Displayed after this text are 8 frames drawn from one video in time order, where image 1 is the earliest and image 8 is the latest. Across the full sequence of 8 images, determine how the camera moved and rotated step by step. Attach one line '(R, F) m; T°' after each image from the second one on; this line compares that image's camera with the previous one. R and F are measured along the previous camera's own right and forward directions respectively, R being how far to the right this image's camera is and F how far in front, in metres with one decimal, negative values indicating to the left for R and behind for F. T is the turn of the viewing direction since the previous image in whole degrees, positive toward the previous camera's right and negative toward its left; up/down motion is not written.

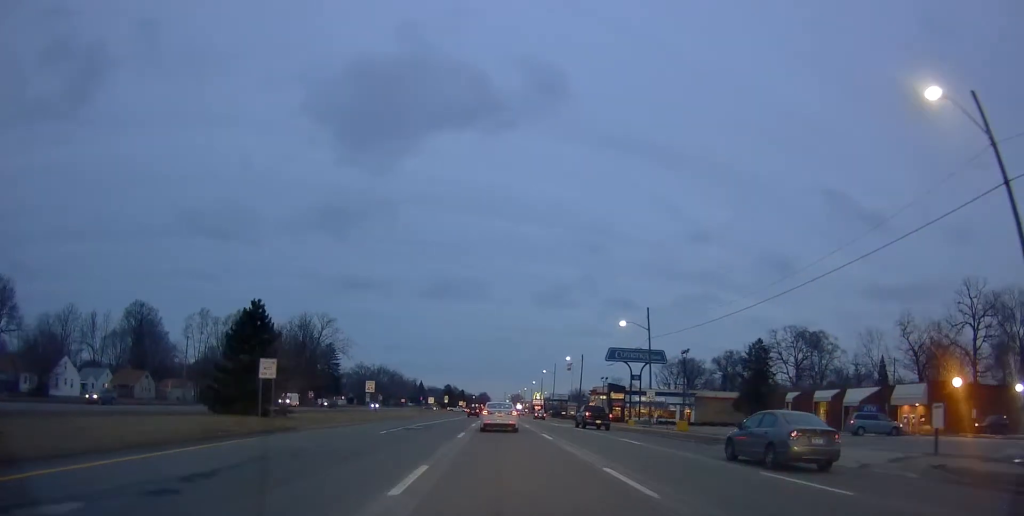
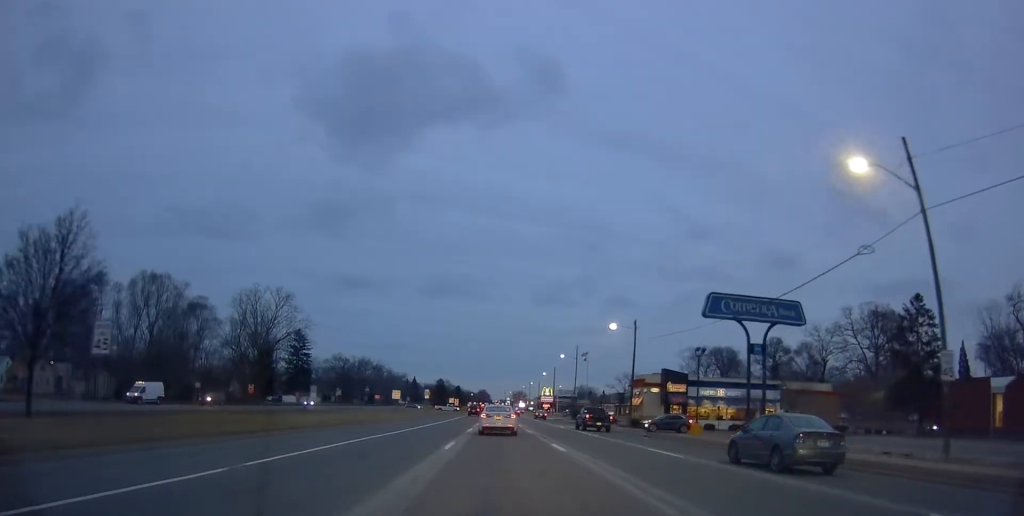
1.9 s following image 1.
(+0.2, +36.2) m; +1°
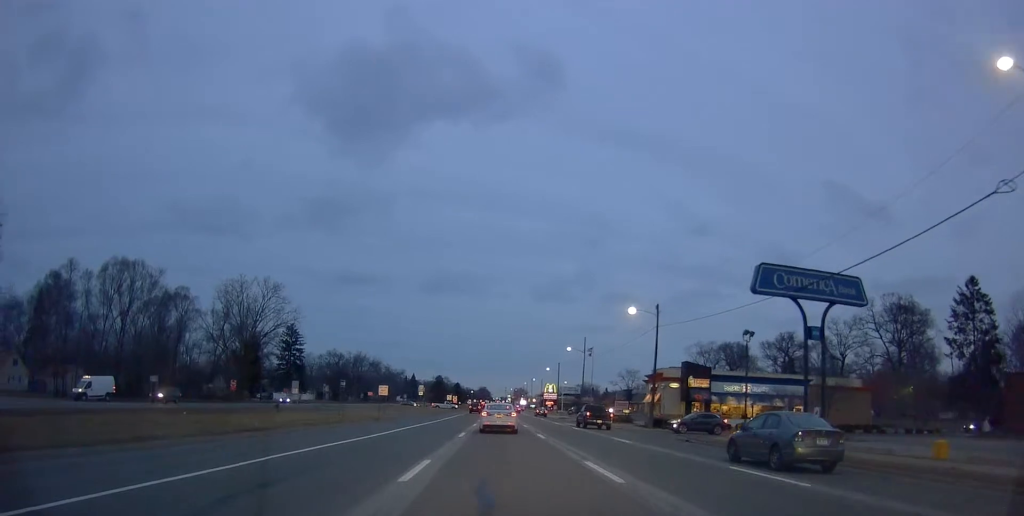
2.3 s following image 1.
(-0.2, +8.1) m; 0°
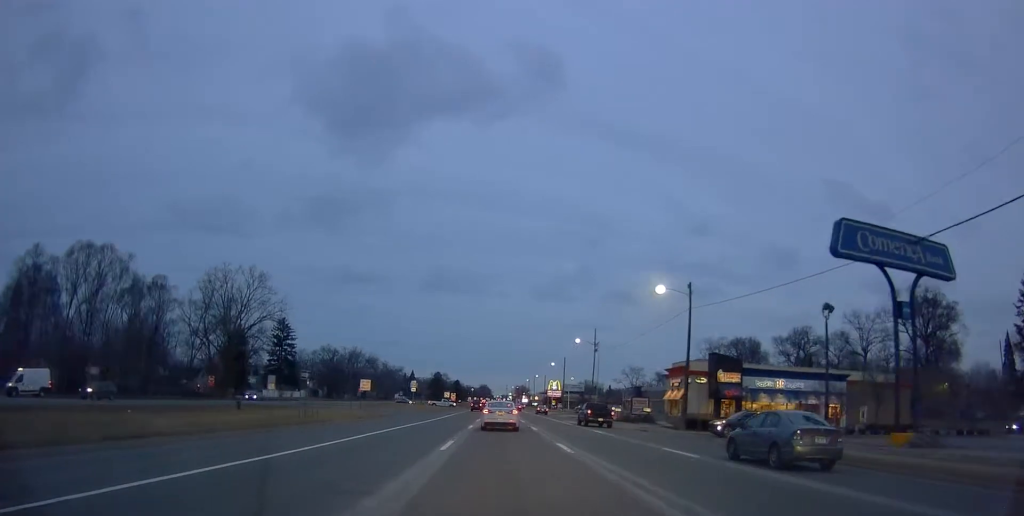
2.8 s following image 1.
(-0.2, +8.7) m; 0°
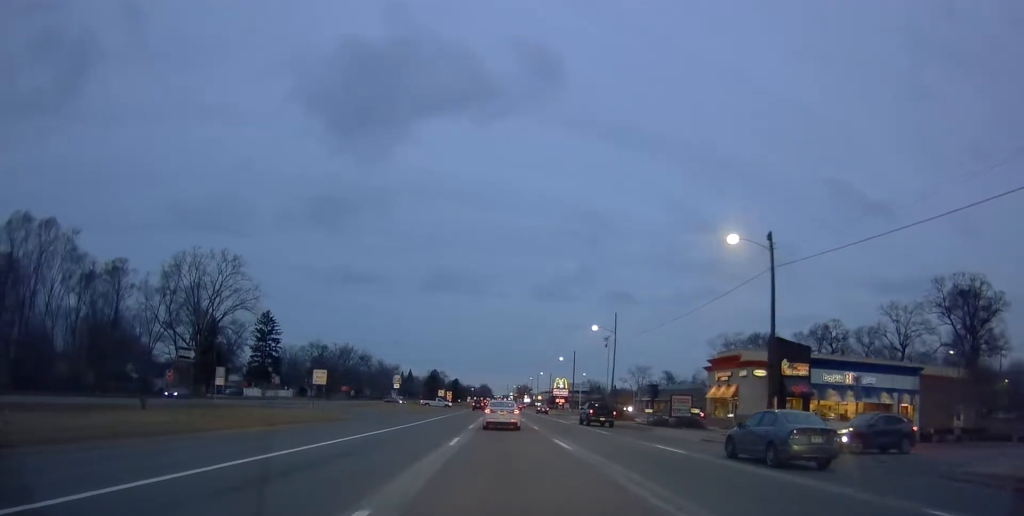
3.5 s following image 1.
(+0.3, +13.4) m; -1°
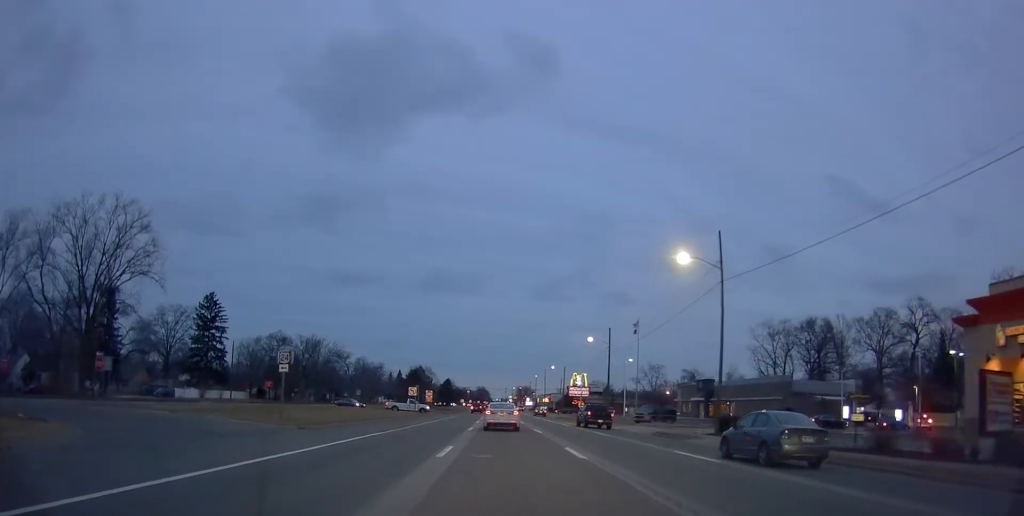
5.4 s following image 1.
(-0.3, +33.6) m; +1°
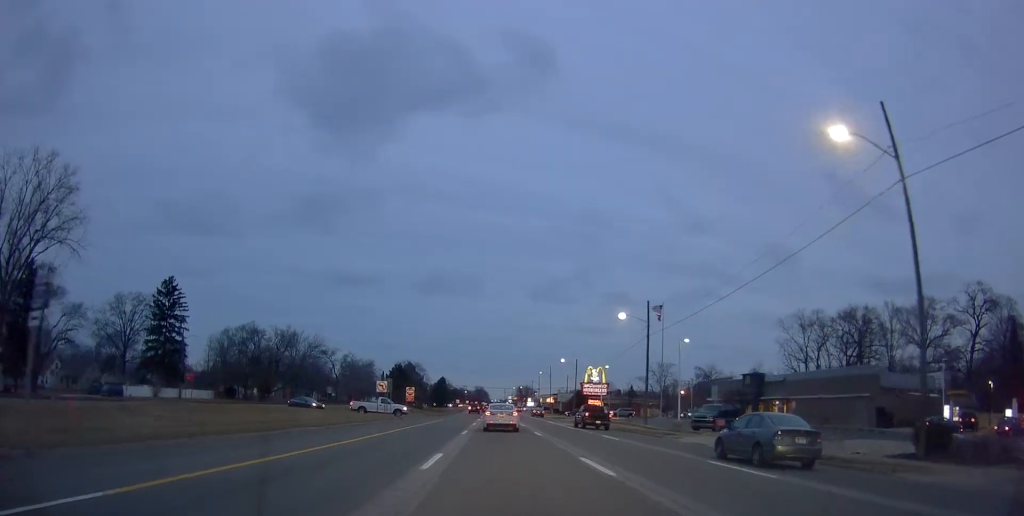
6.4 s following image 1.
(+0.3, +18.5) m; -1°
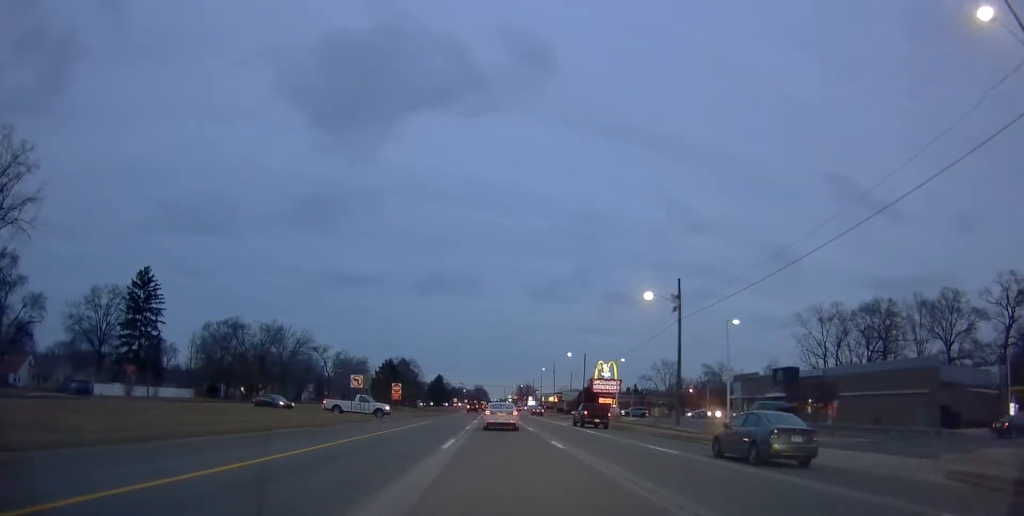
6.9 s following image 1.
(+0.1, +9.3) m; -1°
